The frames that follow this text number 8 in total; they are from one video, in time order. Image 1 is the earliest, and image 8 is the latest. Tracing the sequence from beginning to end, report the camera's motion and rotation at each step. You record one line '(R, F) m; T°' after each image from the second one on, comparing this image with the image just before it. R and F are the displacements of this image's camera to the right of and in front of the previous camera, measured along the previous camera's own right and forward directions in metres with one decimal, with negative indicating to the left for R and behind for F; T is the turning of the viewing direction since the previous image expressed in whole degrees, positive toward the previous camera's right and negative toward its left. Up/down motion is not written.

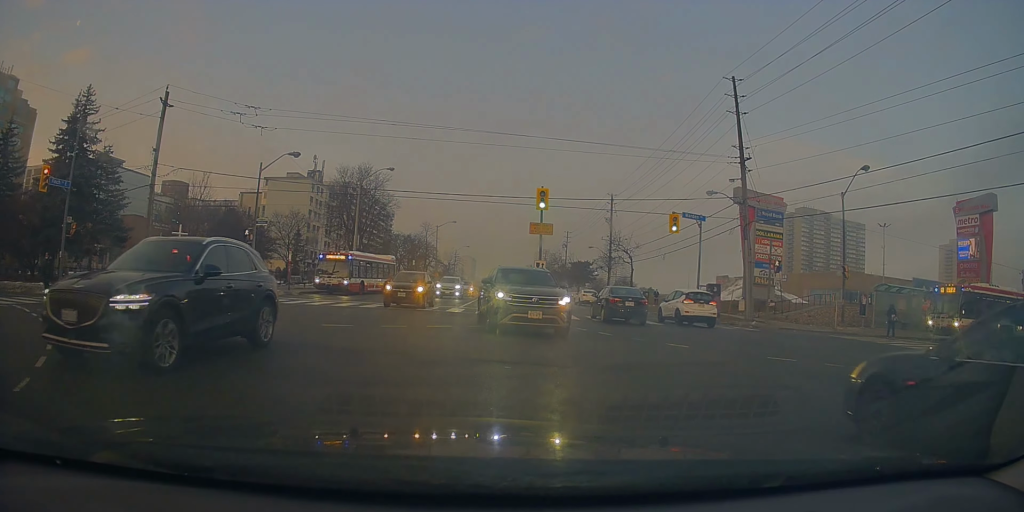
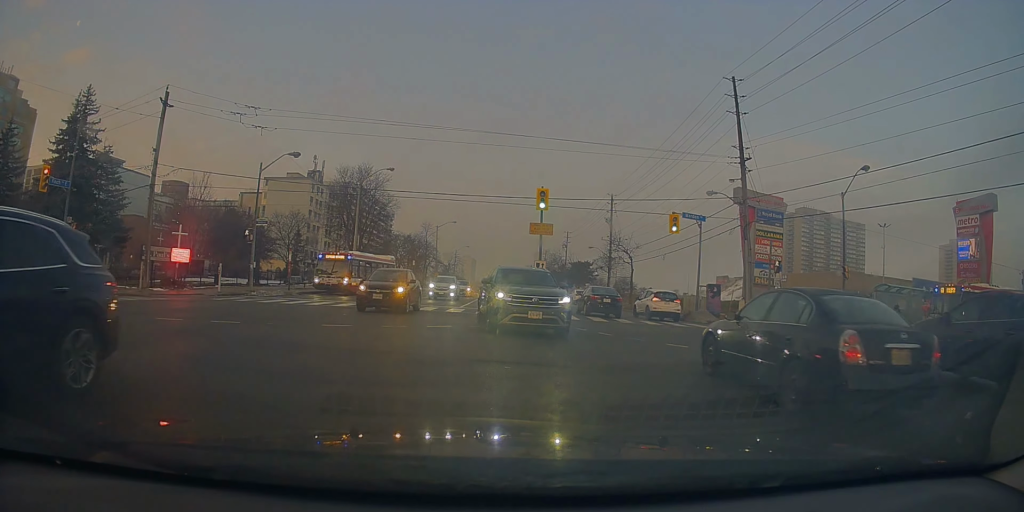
(0.0, 0.0) m; 0°
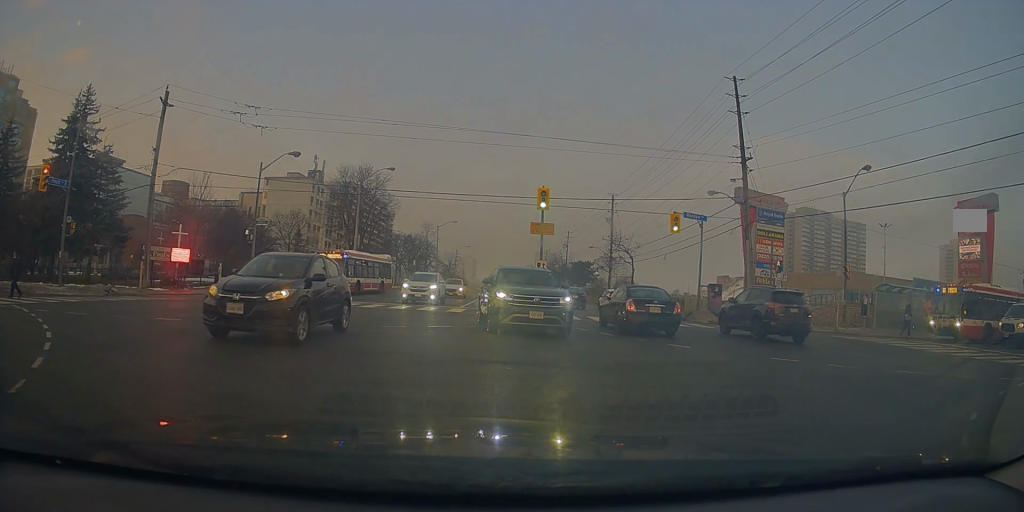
(0.0, 0.0) m; 0°
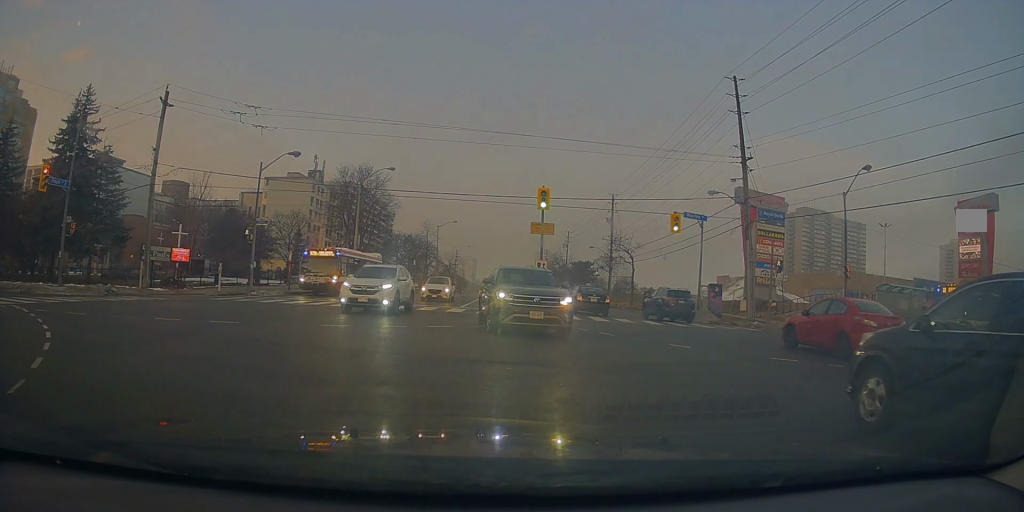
(0.0, 0.0) m; 0°
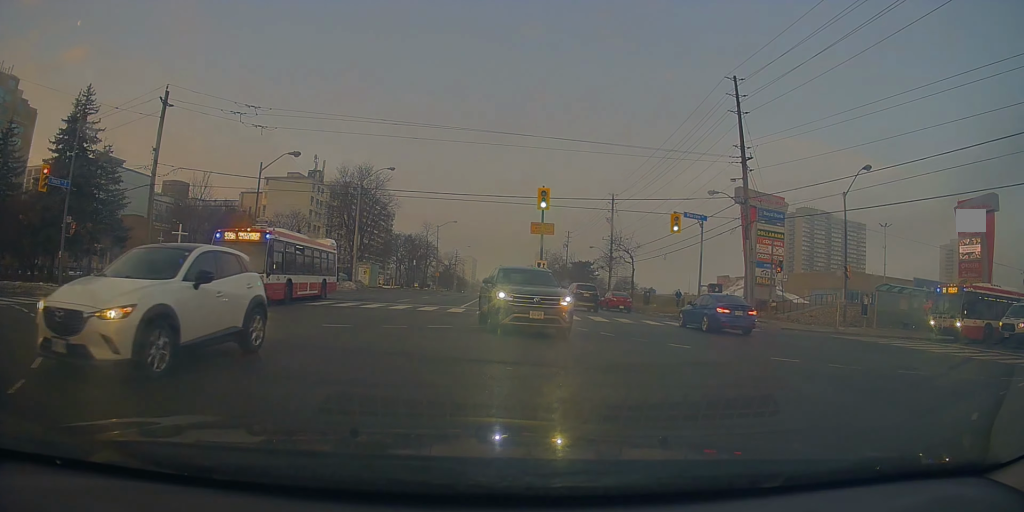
(+0.2, +0.3) m; 0°
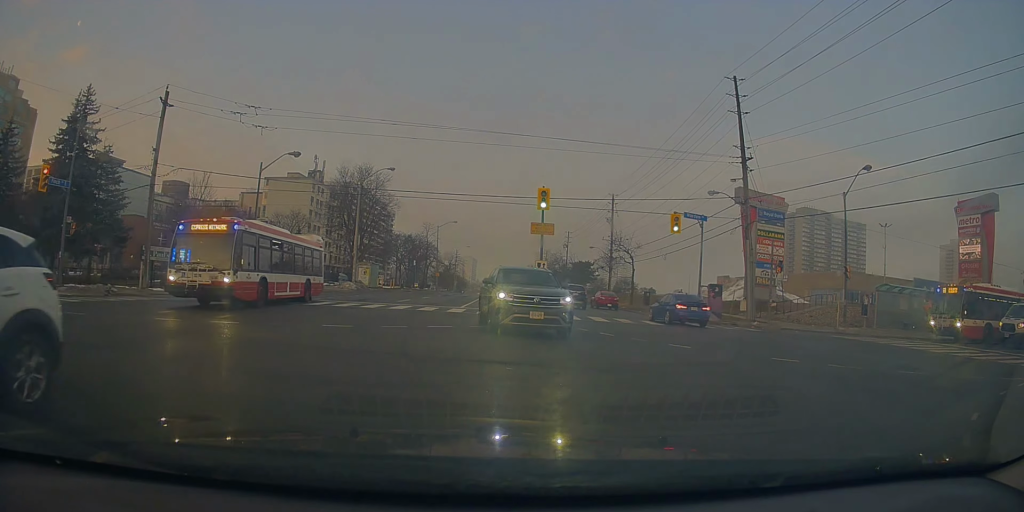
(0.0, 0.0) m; 0°
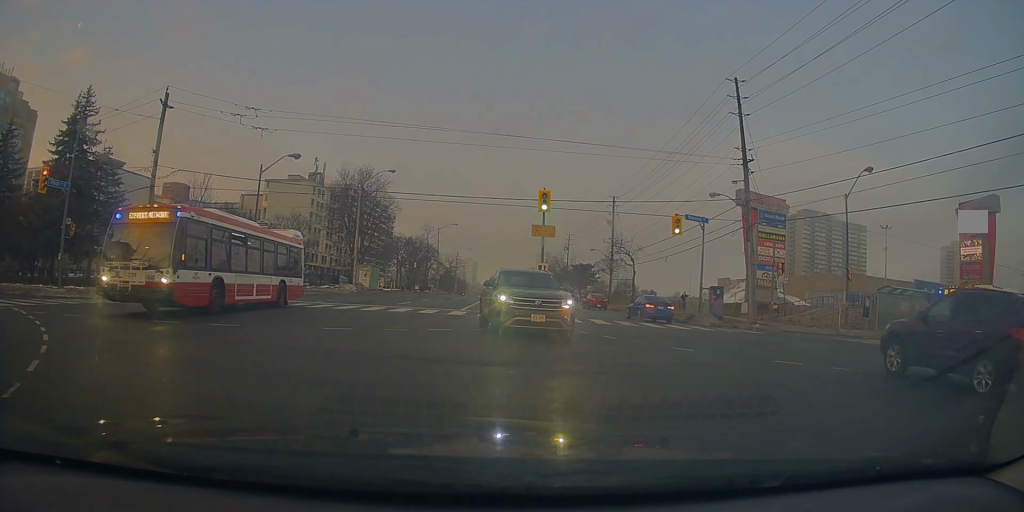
(0.0, +0.1) m; 0°
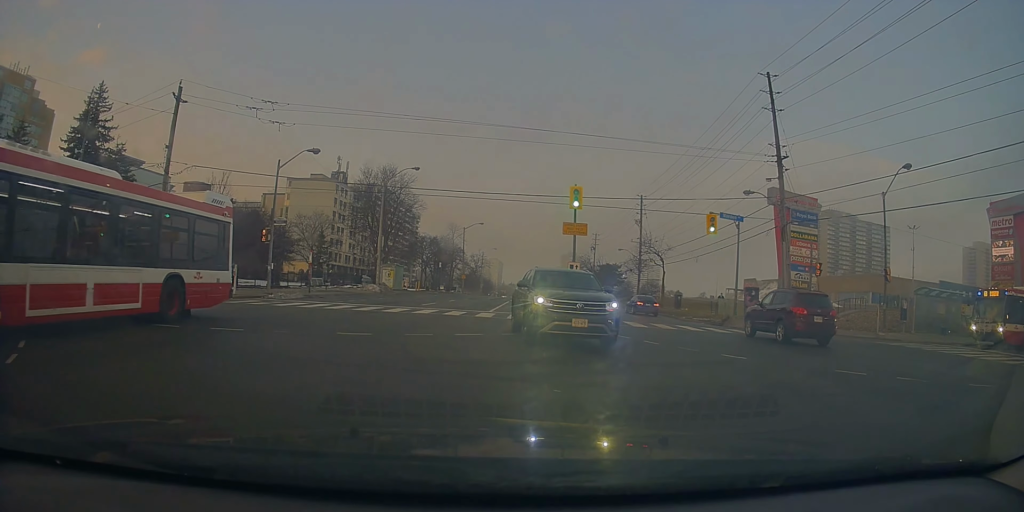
(0.0, +0.9) m; 0°
